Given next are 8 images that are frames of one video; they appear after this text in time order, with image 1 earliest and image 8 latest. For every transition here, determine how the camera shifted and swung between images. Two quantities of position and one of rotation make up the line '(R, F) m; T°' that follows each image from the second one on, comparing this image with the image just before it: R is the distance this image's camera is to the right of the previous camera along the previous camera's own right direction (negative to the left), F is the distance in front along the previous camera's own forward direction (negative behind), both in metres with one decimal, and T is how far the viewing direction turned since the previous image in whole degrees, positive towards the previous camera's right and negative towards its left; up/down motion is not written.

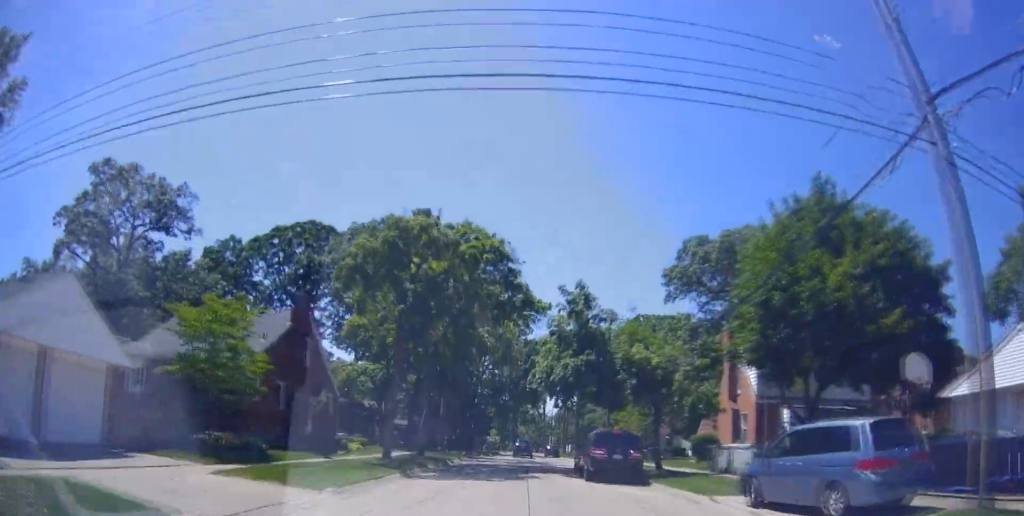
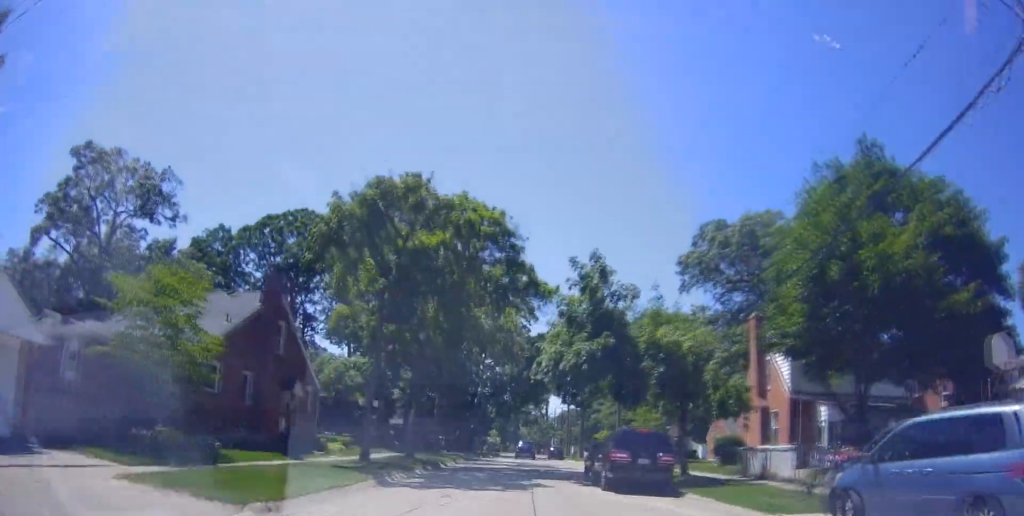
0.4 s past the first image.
(+0.1, +3.9) m; +1°
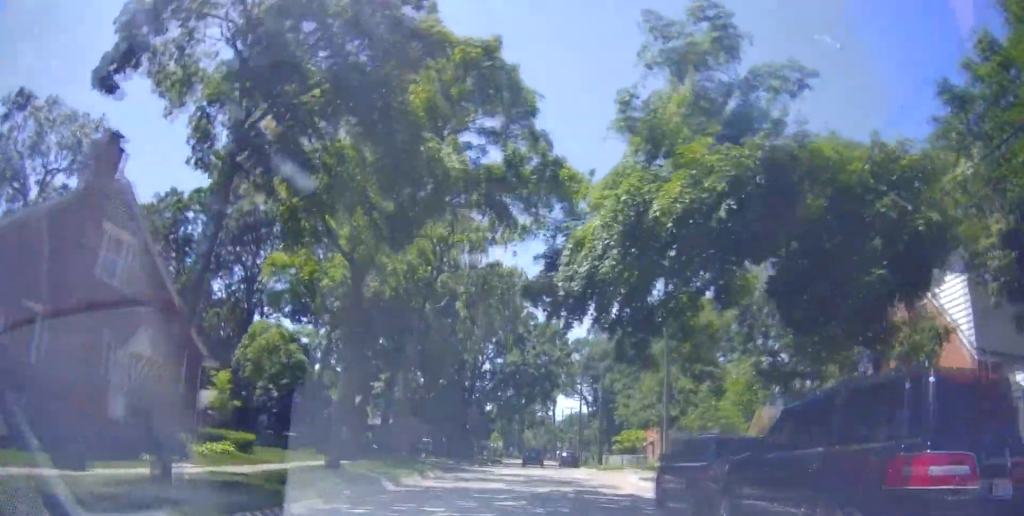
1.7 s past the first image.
(0.0, +13.2) m; 0°
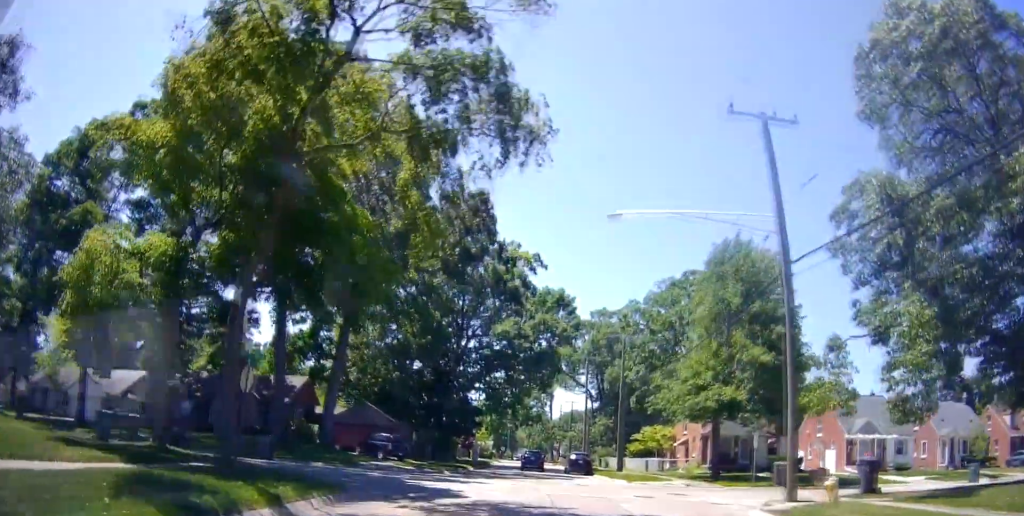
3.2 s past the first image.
(0.0, +15.3) m; 0°
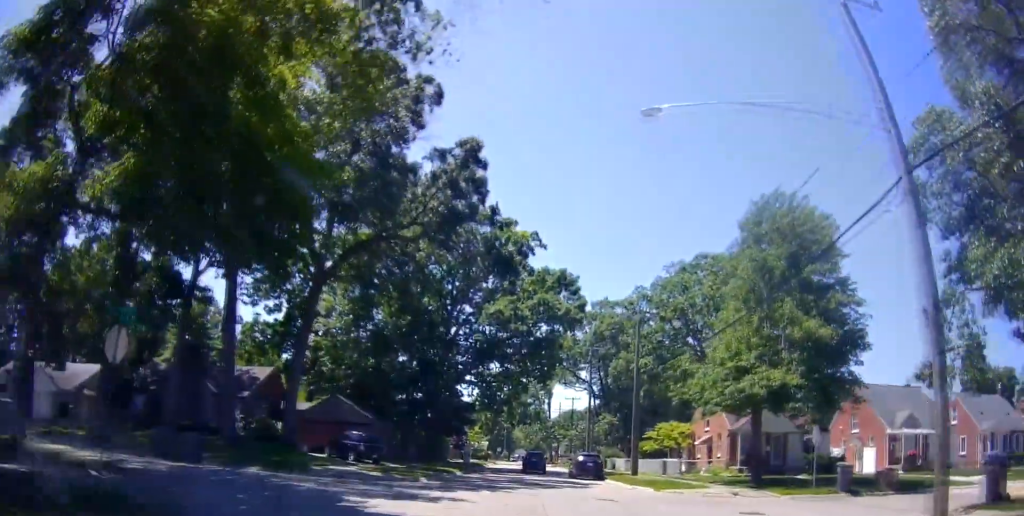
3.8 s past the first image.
(0.0, +6.7) m; 0°
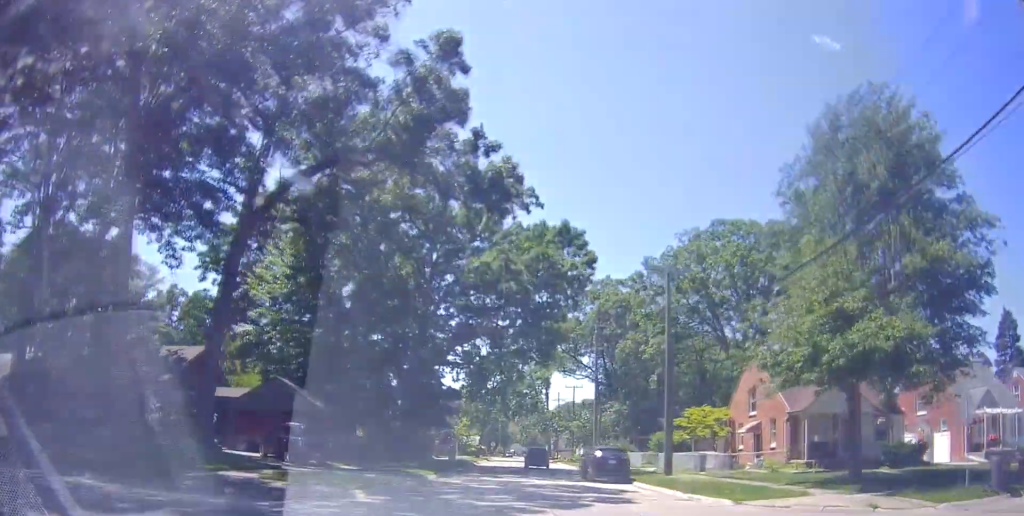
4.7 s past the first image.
(0.0, +9.2) m; 0°
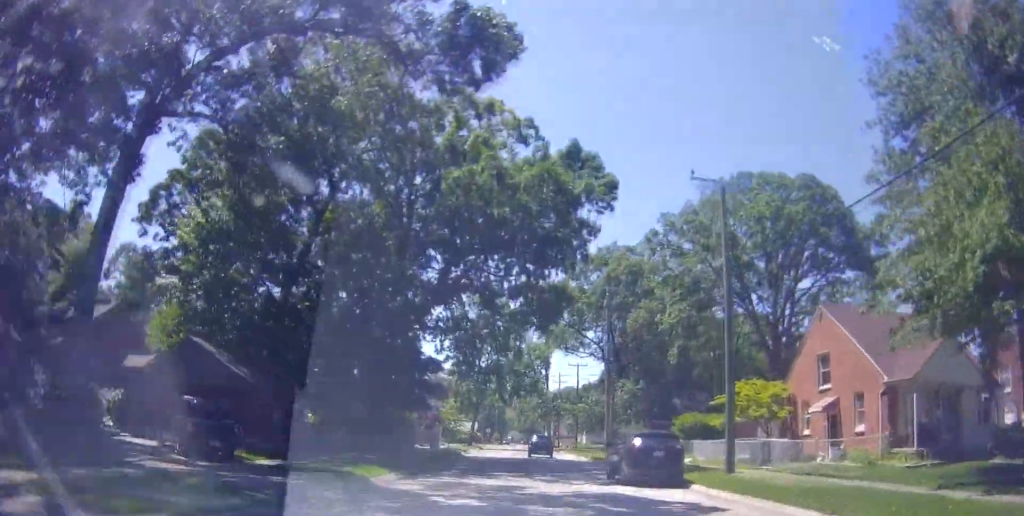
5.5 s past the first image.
(0.0, +8.9) m; +1°
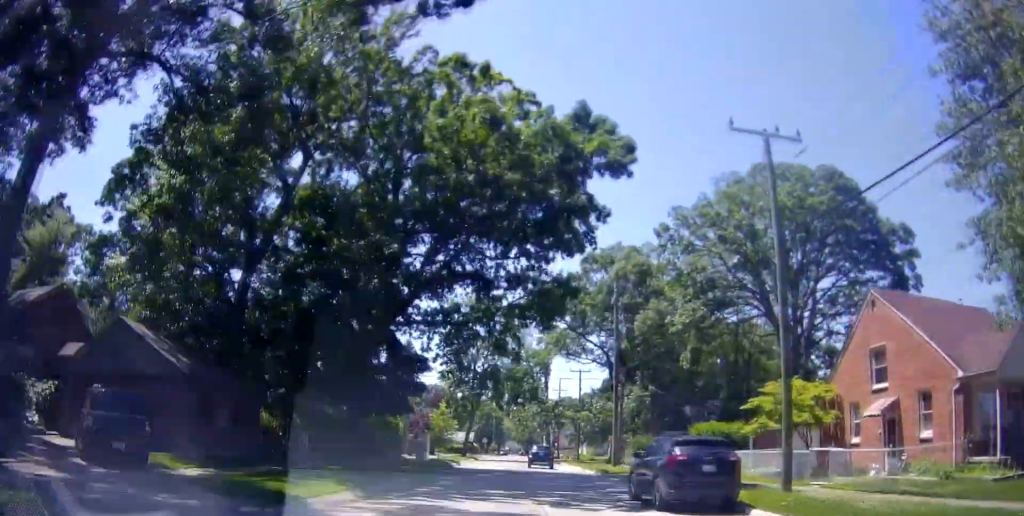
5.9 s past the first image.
(+0.1, +4.7) m; 0°
